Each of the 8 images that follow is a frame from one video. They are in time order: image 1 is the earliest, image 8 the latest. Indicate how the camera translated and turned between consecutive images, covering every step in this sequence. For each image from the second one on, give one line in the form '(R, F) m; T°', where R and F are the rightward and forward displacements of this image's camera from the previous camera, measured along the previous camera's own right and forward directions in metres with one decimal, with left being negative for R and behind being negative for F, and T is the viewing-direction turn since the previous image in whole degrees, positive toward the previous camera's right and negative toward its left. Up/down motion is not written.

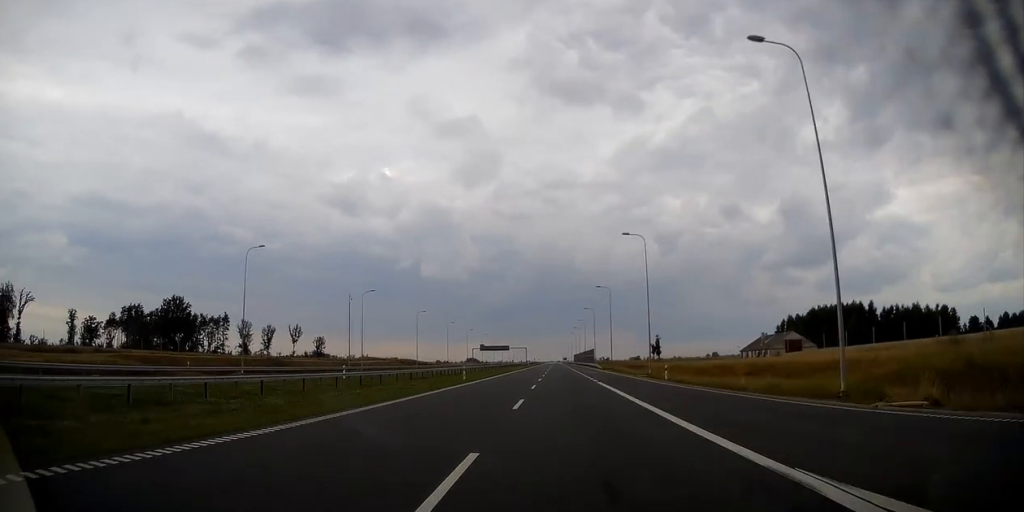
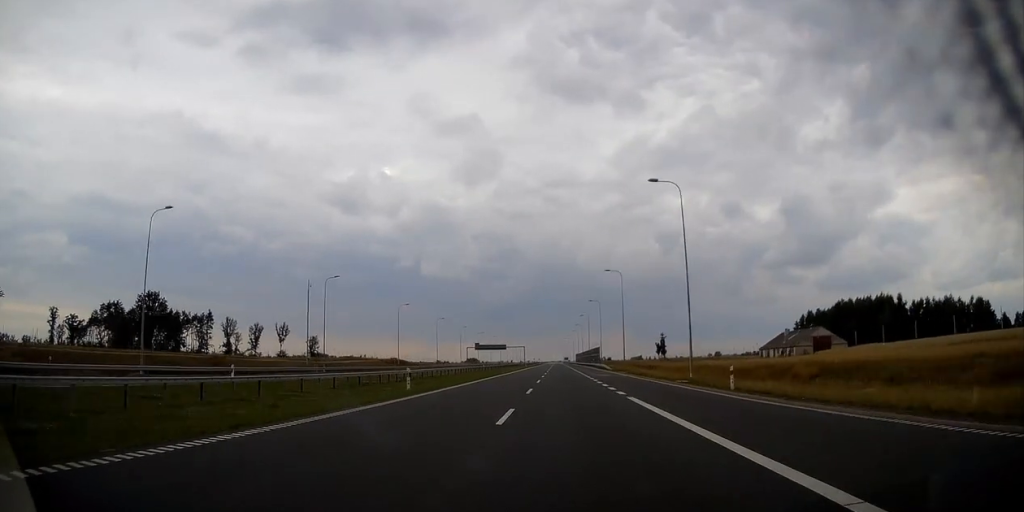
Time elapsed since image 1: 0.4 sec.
(0.0, +16.3) m; 0°
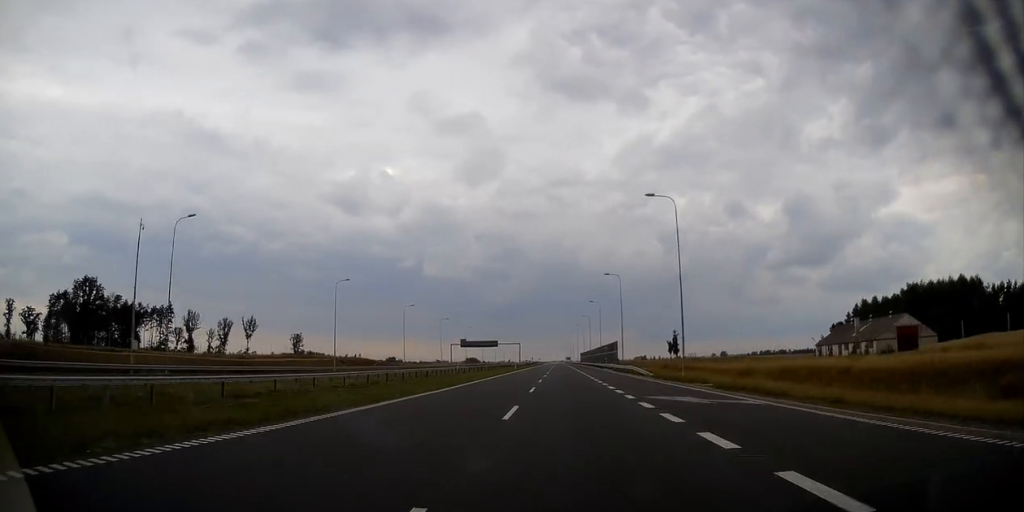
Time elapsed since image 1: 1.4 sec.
(0.0, +35.0) m; 0°
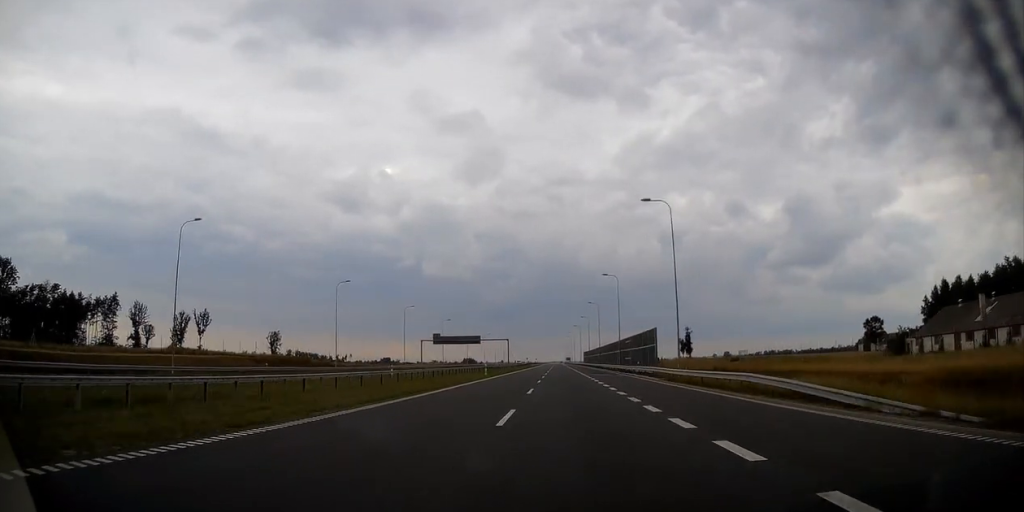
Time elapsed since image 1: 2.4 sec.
(0.0, +37.3) m; 0°
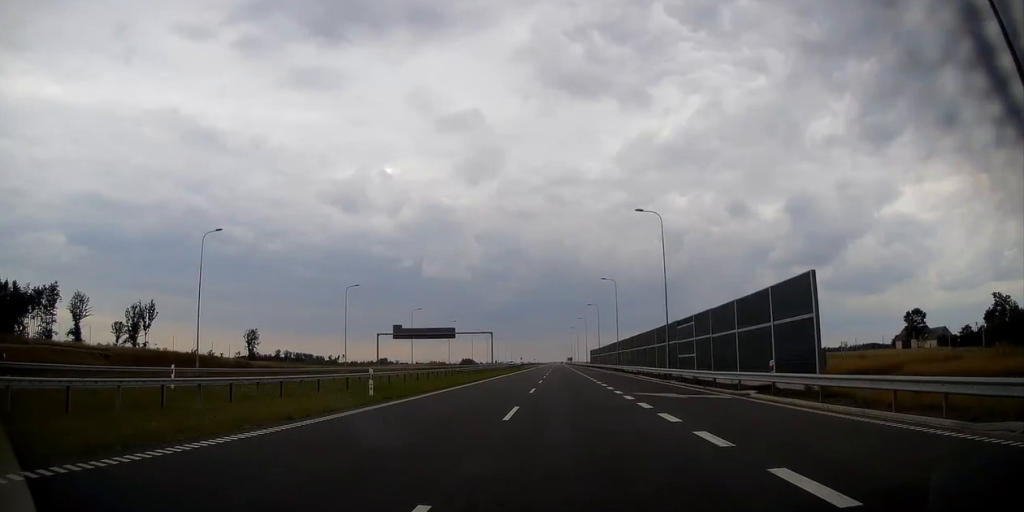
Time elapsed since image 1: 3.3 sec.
(0.0, +34.5) m; 0°
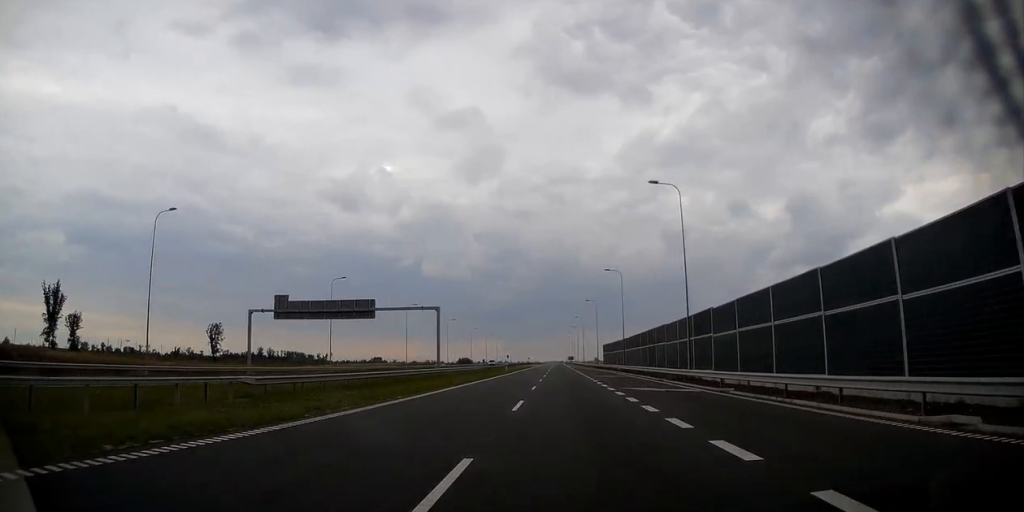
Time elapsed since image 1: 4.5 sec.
(0.0, +45.3) m; 0°
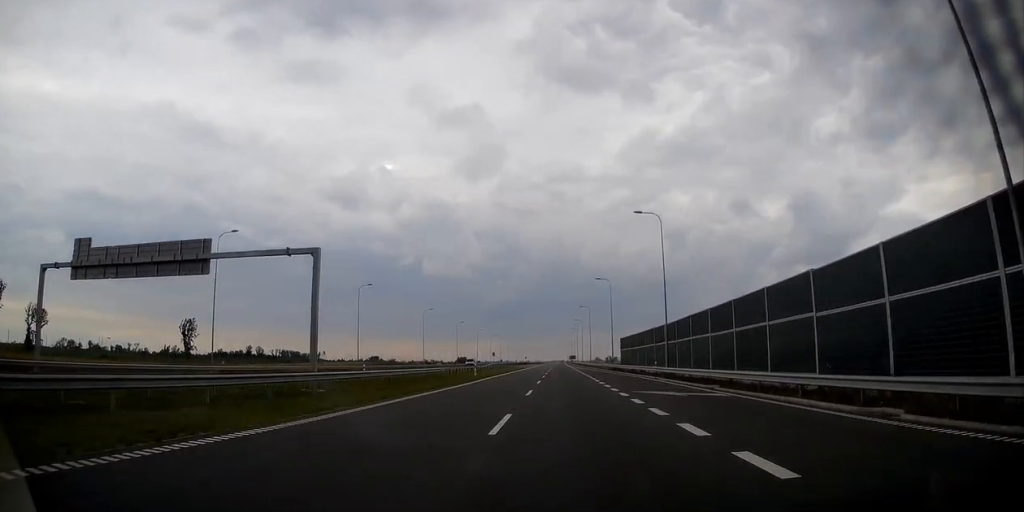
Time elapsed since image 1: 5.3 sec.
(0.0, +29.3) m; 0°
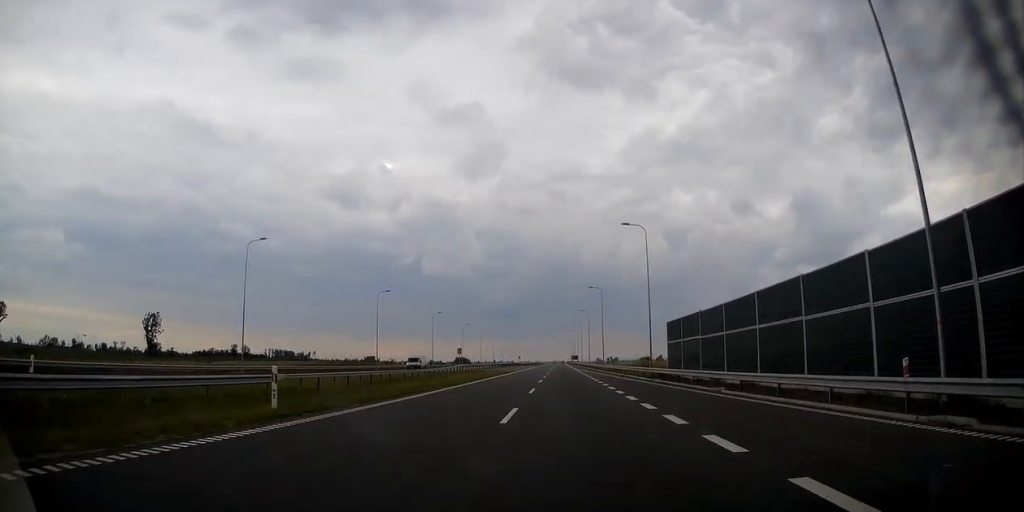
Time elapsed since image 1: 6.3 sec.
(0.0, +35.2) m; 0°
